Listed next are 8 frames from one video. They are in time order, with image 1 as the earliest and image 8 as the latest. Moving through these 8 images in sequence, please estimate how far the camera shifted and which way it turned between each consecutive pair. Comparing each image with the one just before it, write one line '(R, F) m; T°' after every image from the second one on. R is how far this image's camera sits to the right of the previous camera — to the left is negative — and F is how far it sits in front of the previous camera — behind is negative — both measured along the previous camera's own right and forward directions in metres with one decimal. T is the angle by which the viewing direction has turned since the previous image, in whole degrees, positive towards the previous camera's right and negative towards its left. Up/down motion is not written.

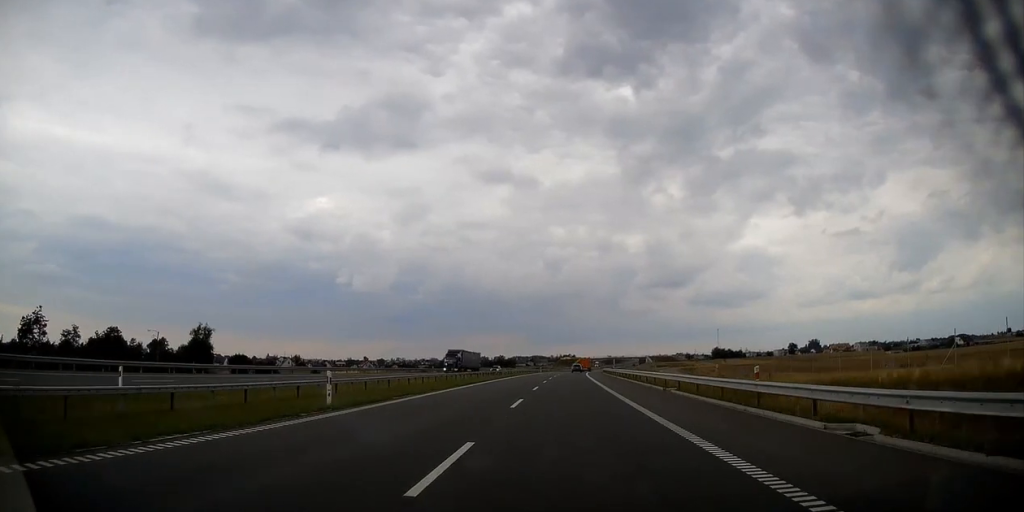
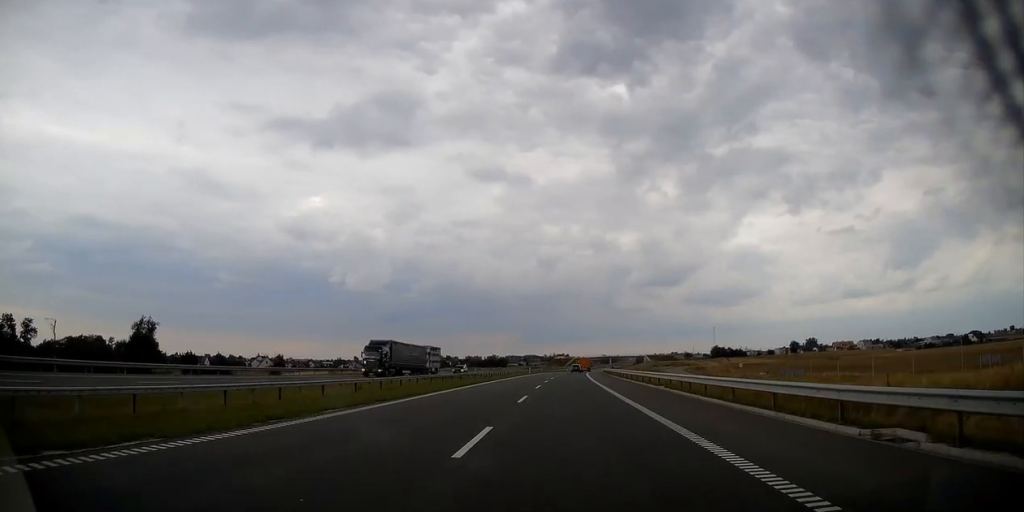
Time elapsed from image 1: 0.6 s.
(+0.1, +21.3) m; +1°
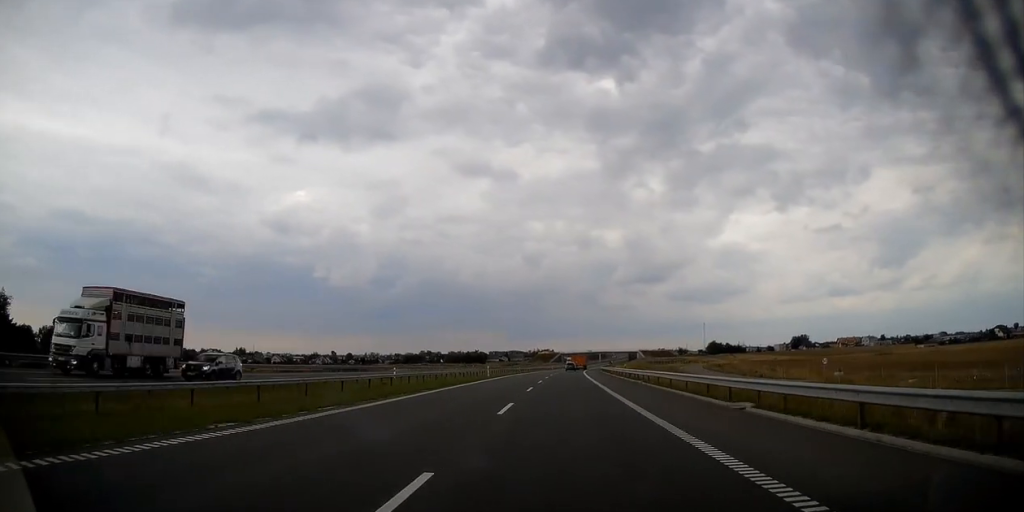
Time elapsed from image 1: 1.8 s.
(+0.4, +40.7) m; +1°
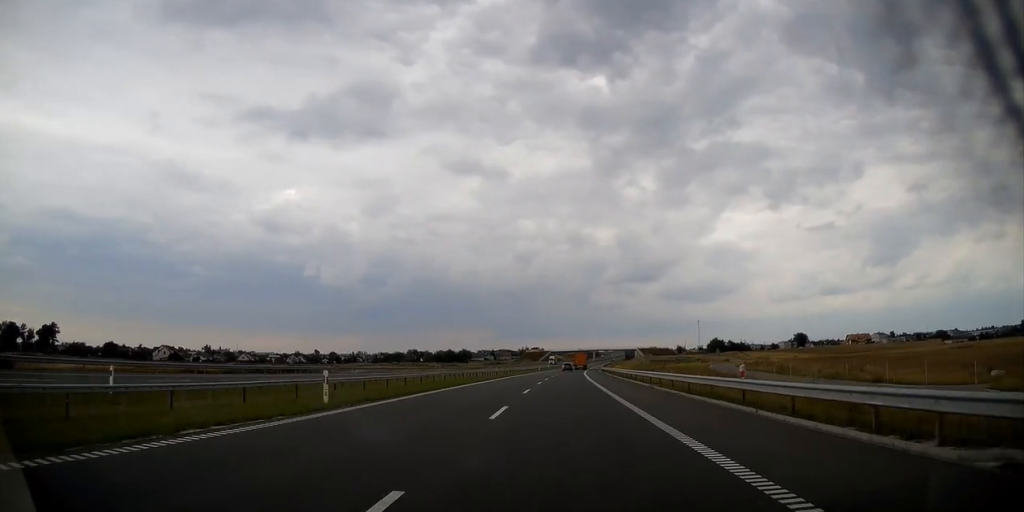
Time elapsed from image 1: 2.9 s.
(+0.3, +36.5) m; +1°
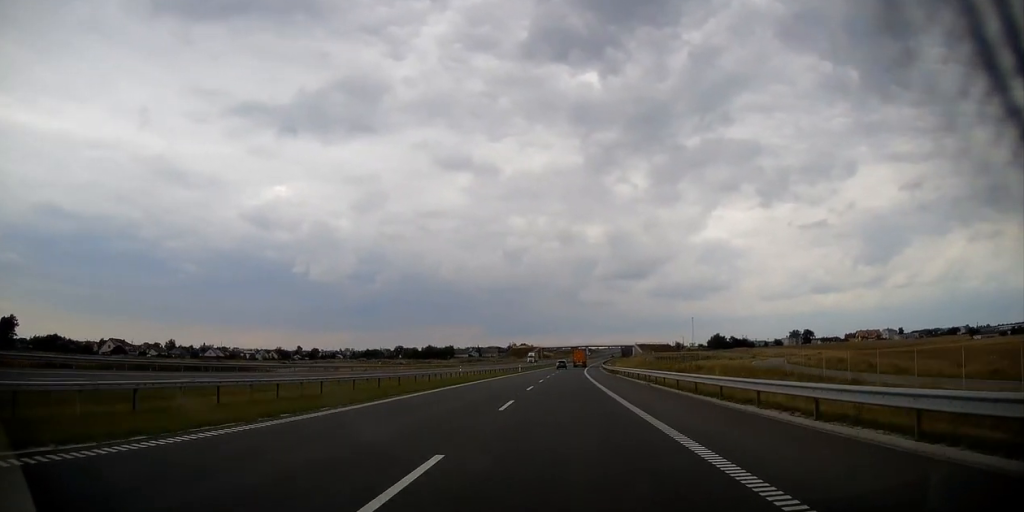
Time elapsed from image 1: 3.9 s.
(+0.3, +33.3) m; +1°
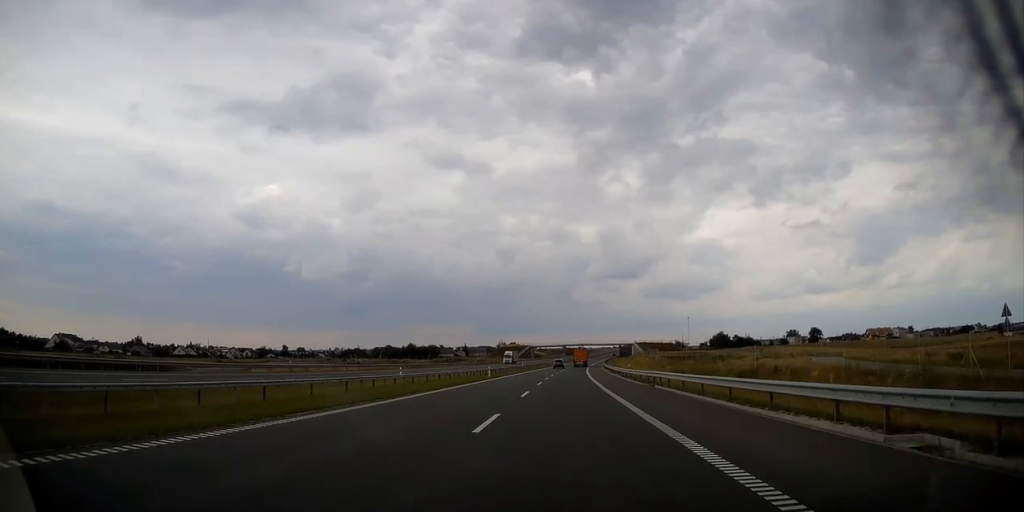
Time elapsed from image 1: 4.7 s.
(+0.2, +28.9) m; +1°
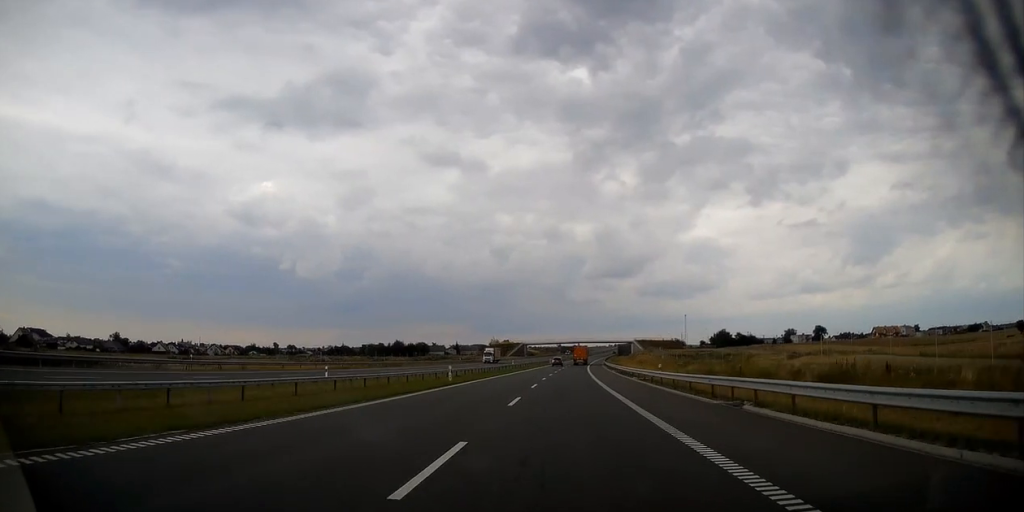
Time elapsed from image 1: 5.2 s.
(+0.1, +17.4) m; +1°
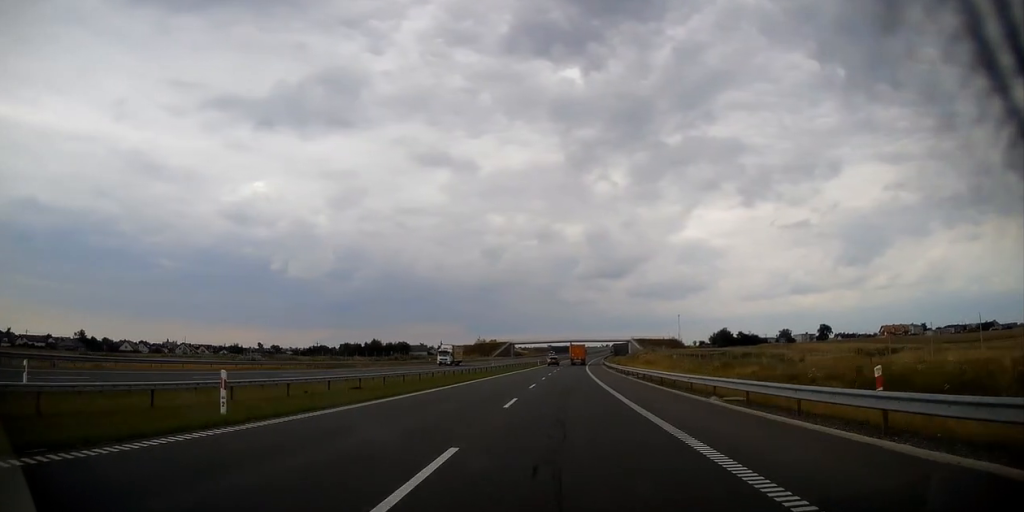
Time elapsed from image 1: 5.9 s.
(+0.1, +24.5) m; +1°
